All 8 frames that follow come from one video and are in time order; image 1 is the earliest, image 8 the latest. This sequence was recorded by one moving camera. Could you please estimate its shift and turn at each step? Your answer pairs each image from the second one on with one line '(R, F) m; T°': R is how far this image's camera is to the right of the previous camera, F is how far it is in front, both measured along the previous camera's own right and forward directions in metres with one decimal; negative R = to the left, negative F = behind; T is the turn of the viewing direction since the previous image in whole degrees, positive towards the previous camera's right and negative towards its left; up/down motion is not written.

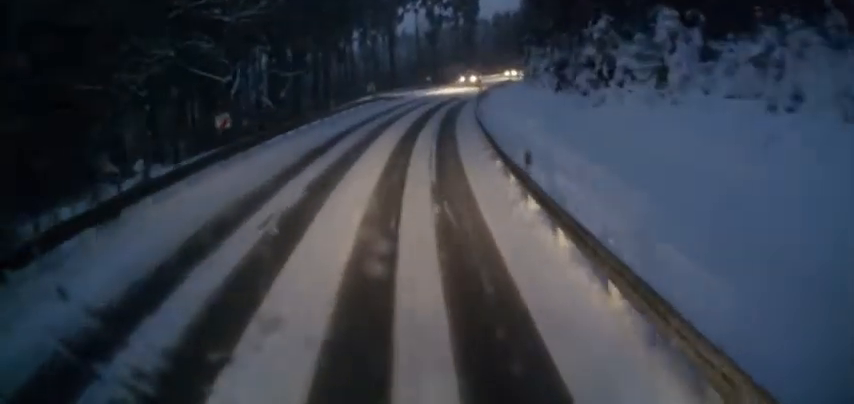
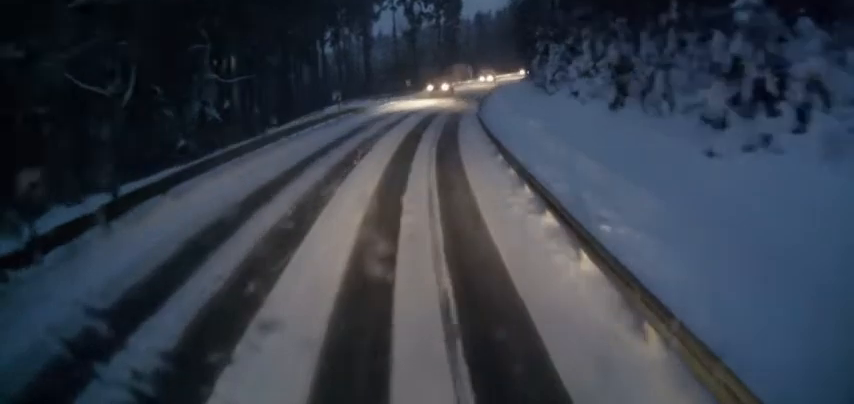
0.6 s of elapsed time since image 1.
(+0.1, +9.1) m; +1°
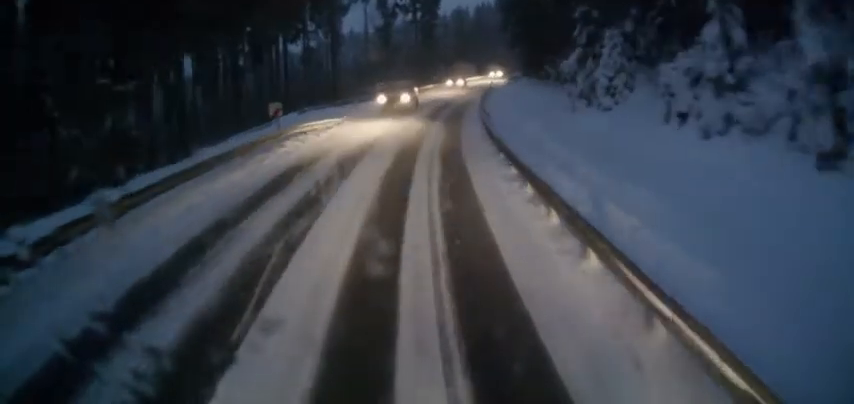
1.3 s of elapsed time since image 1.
(0.0, +9.6) m; 0°
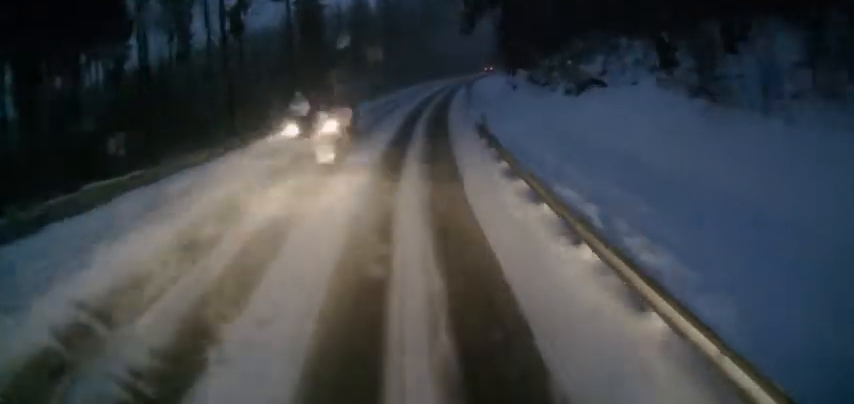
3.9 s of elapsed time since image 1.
(+4.1, +37.0) m; +12°
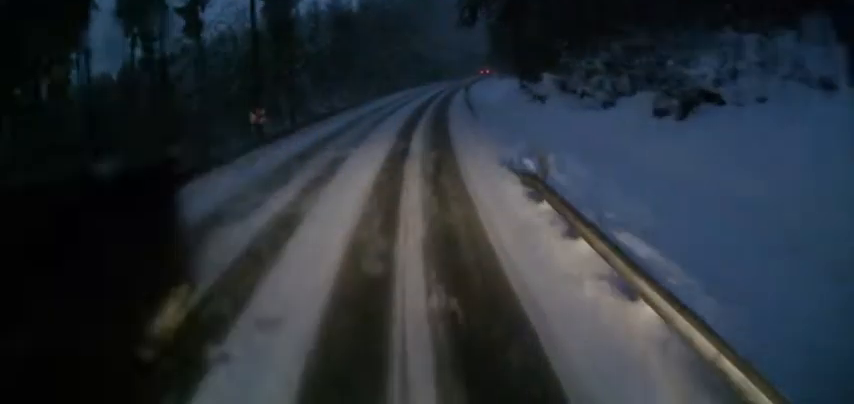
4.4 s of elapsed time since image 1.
(+0.1, +7.7) m; +1°
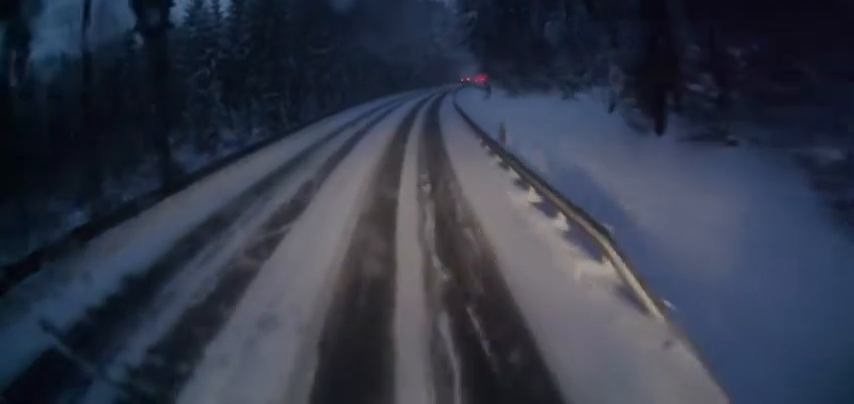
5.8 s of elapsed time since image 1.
(+0.1, +21.0) m; +3°
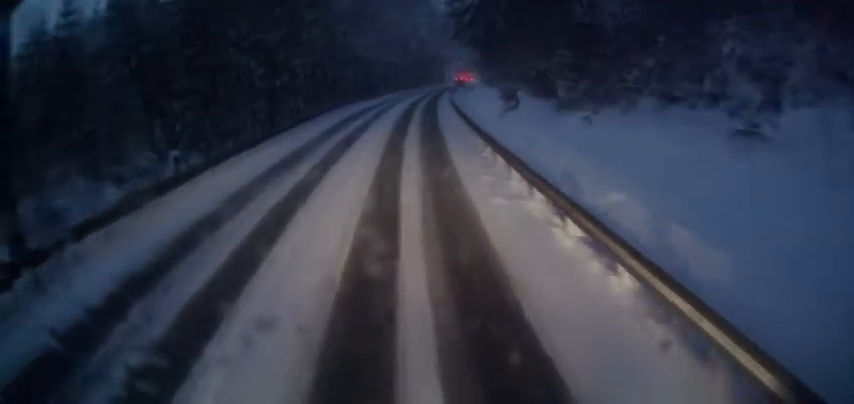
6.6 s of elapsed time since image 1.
(+0.4, +12.9) m; +5°
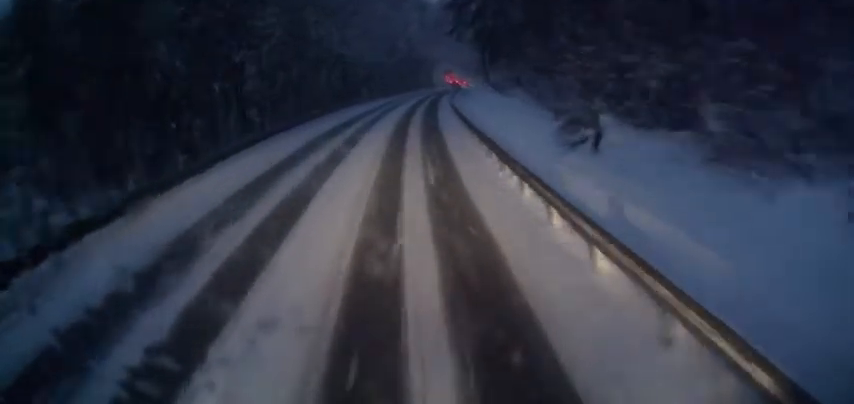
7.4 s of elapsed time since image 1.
(+0.4, +11.2) m; +5°
